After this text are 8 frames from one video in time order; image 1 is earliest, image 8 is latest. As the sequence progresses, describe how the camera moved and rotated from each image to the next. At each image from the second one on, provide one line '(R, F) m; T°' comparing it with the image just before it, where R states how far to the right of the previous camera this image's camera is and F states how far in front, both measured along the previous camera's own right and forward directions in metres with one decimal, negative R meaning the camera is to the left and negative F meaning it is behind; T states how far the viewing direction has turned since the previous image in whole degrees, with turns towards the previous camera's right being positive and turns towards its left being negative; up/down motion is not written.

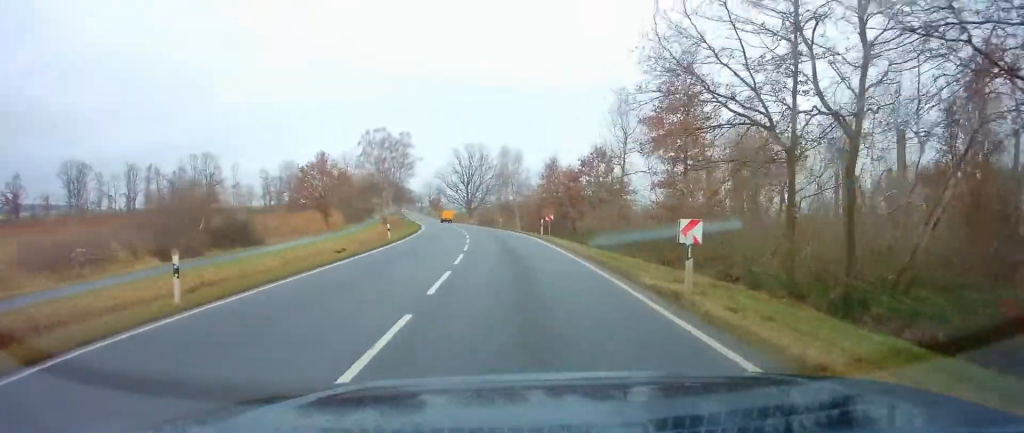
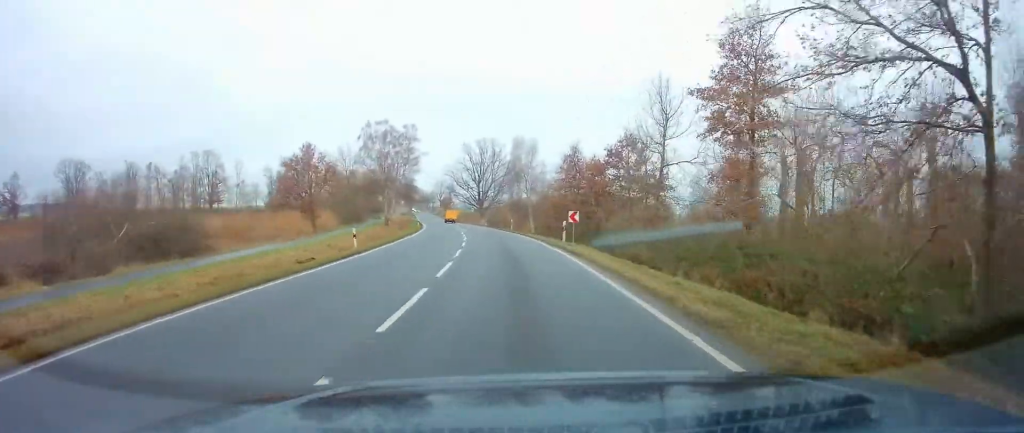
(0.0, +9.3) m; -1°
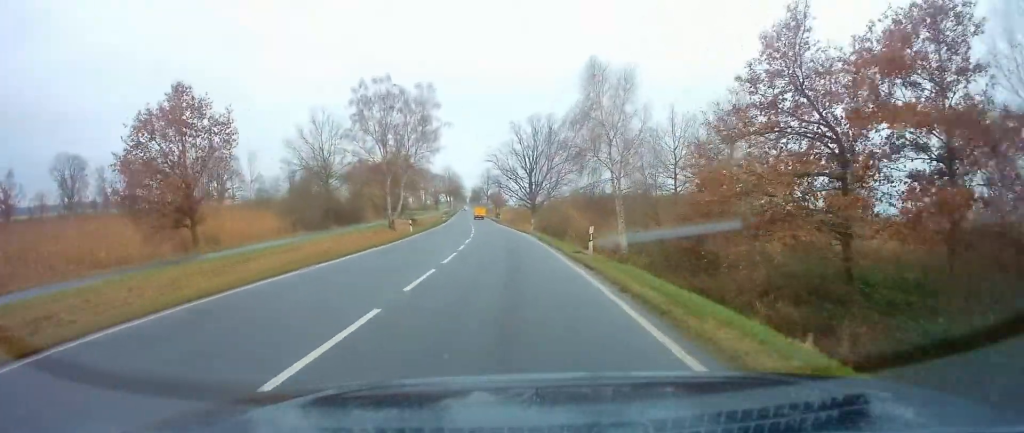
(-2.0, +32.9) m; -6°
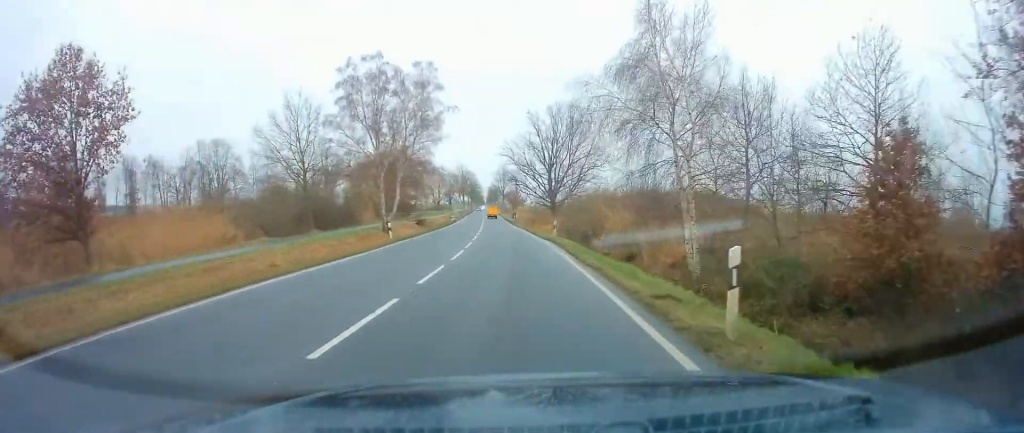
(-0.1, +11.0) m; -2°
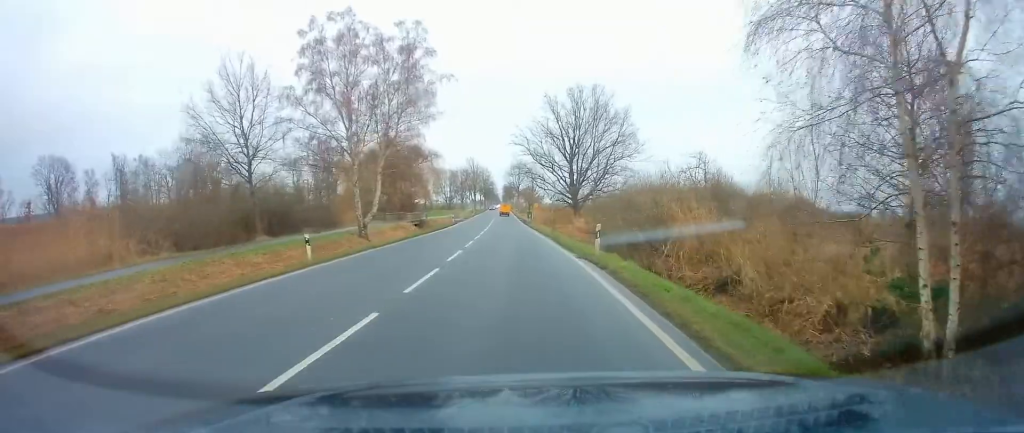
(-0.2, +13.6) m; -1°
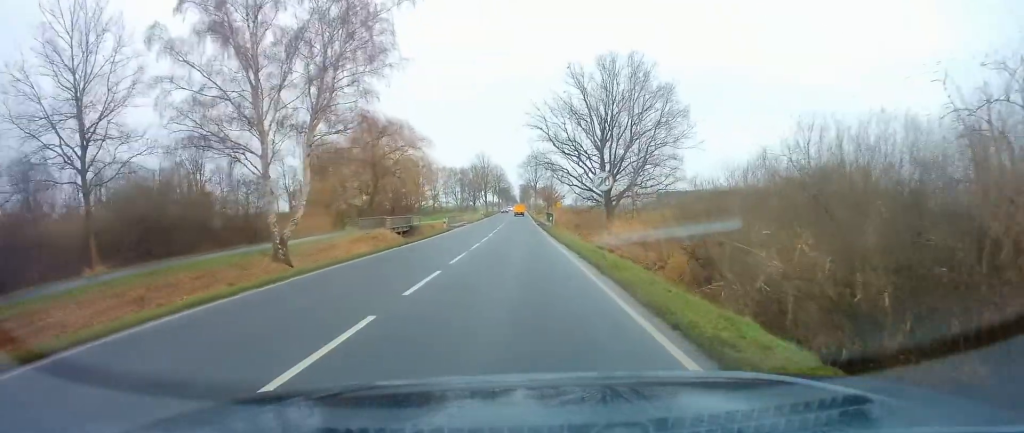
(-0.3, +18.5) m; -2°
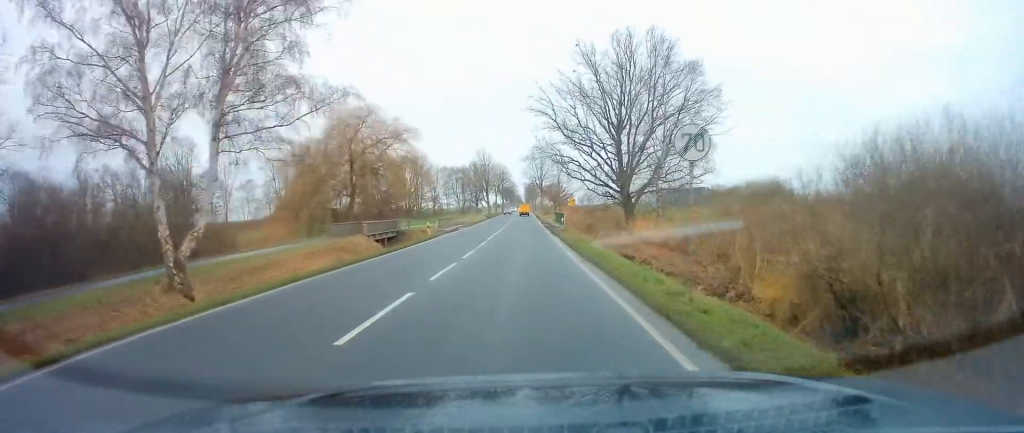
(0.0, +9.7) m; -1°
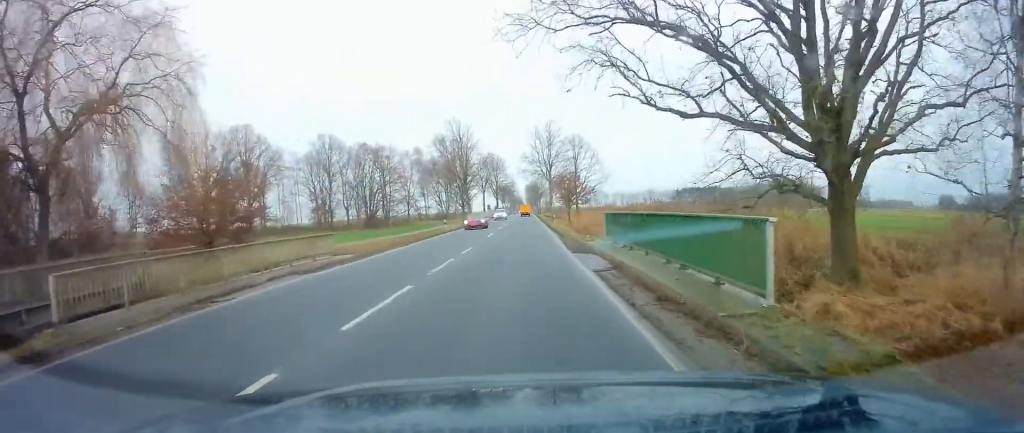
(-0.7, +42.2) m; -1°
